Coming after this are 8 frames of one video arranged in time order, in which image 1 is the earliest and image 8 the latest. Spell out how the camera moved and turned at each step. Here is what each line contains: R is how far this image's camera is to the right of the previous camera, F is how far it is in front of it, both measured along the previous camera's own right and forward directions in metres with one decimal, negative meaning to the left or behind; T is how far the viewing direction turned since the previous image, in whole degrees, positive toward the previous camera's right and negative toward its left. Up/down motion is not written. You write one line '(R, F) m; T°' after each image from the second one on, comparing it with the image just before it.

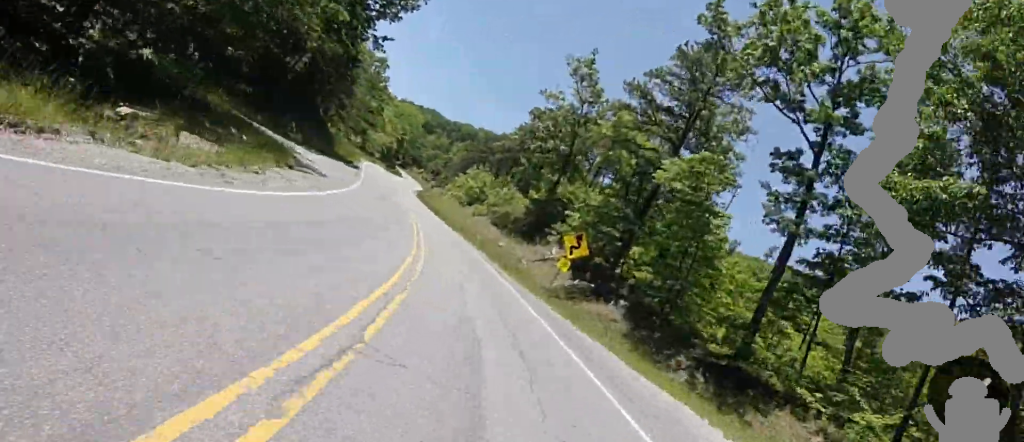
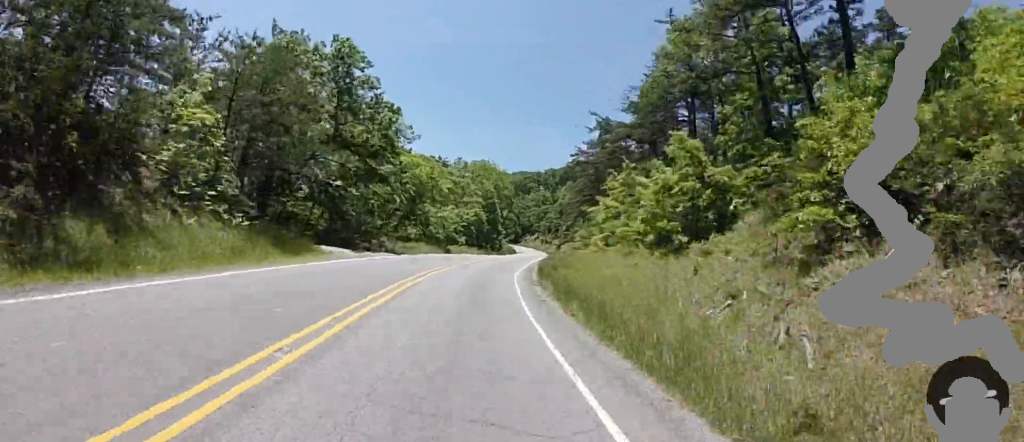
(-2.7, +36.6) m; -8°
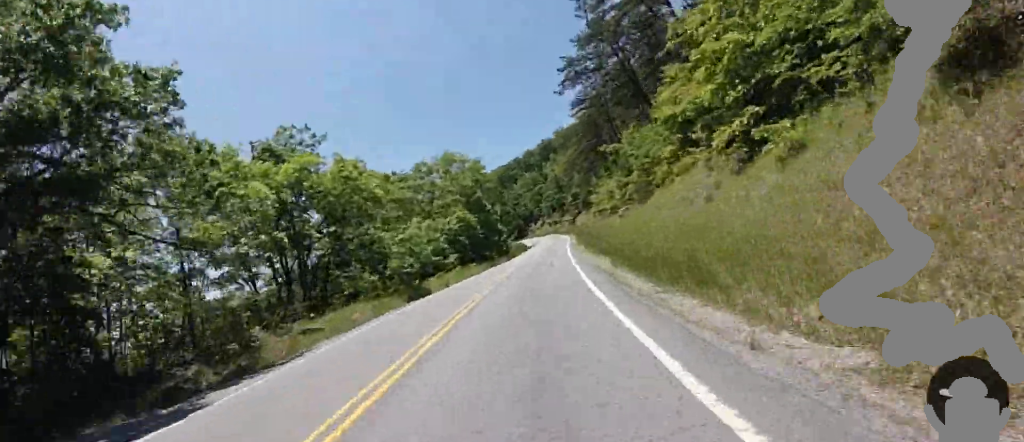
(0.0, +22.4) m; 0°
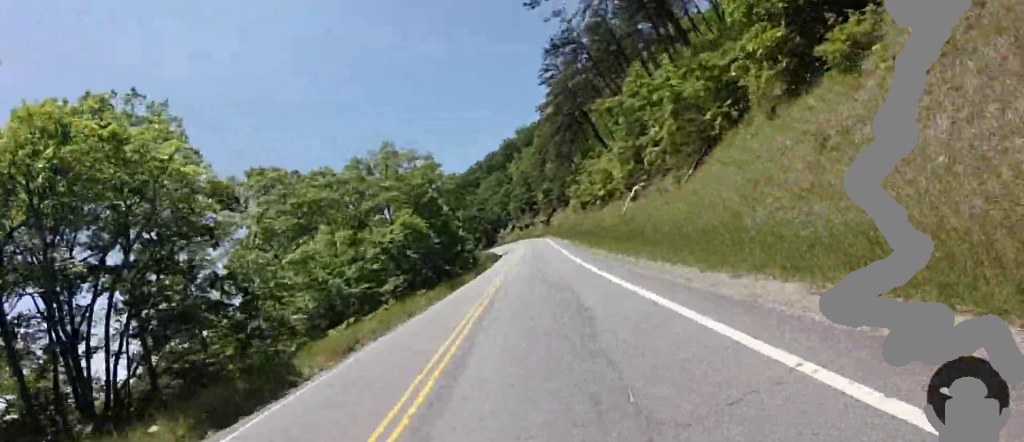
(0.0, +14.6) m; -1°
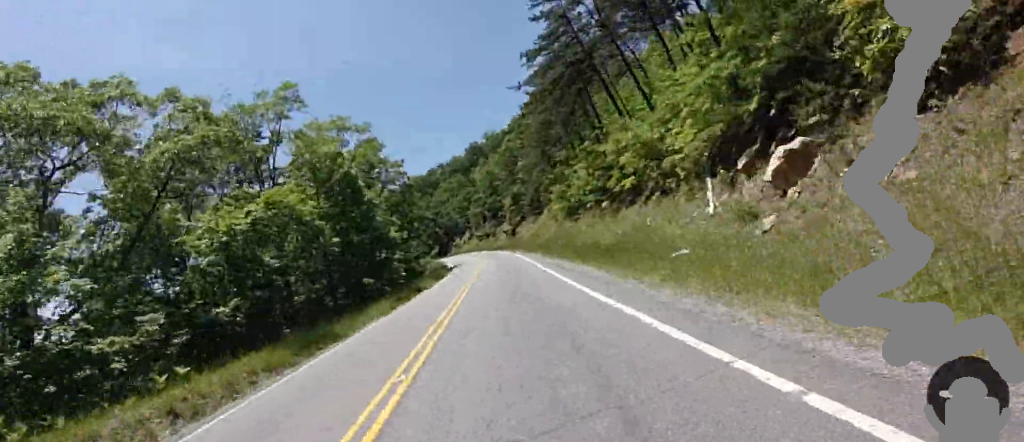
(-0.2, +18.9) m; -1°
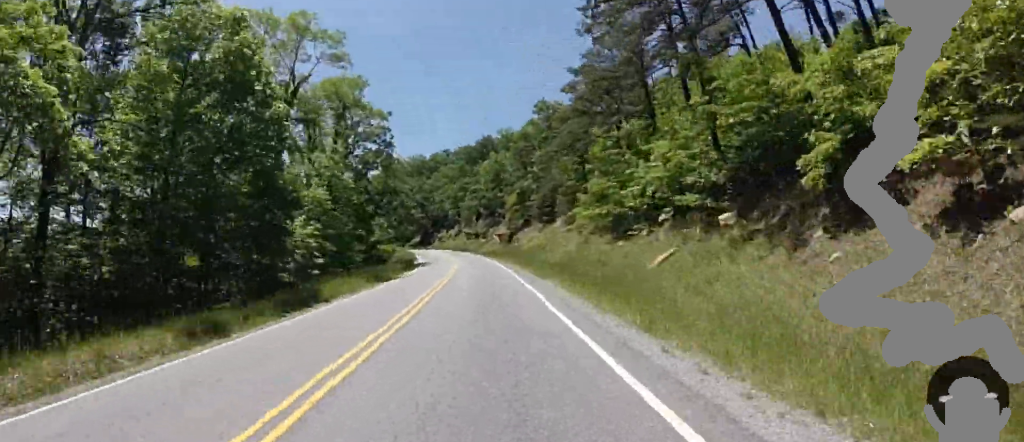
(-0.3, +17.6) m; -1°
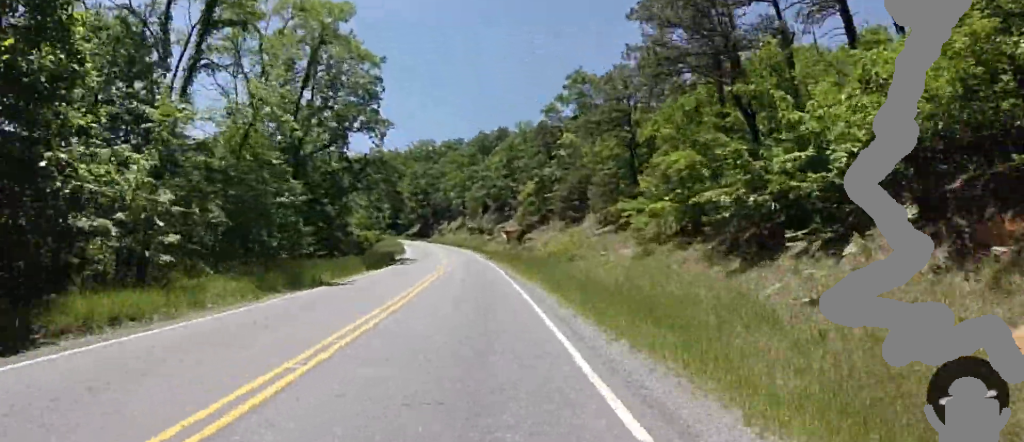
(0.0, +12.9) m; -1°
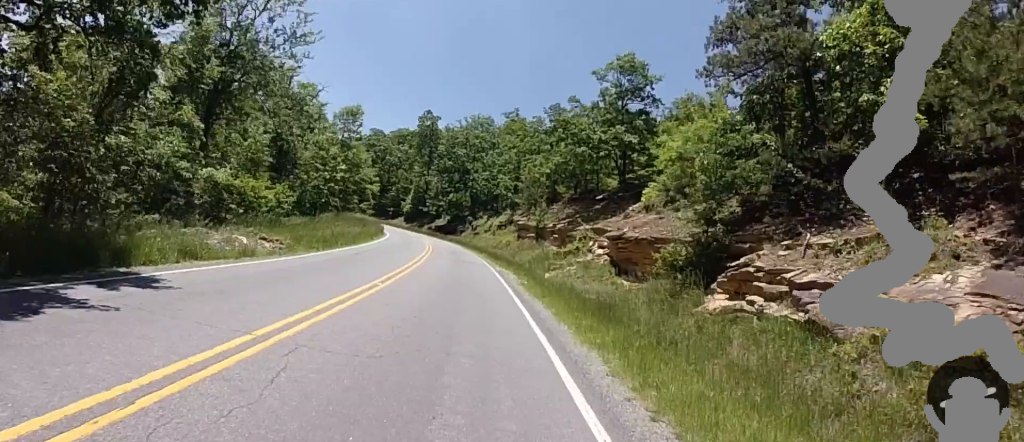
(-0.6, +36.3) m; -2°
